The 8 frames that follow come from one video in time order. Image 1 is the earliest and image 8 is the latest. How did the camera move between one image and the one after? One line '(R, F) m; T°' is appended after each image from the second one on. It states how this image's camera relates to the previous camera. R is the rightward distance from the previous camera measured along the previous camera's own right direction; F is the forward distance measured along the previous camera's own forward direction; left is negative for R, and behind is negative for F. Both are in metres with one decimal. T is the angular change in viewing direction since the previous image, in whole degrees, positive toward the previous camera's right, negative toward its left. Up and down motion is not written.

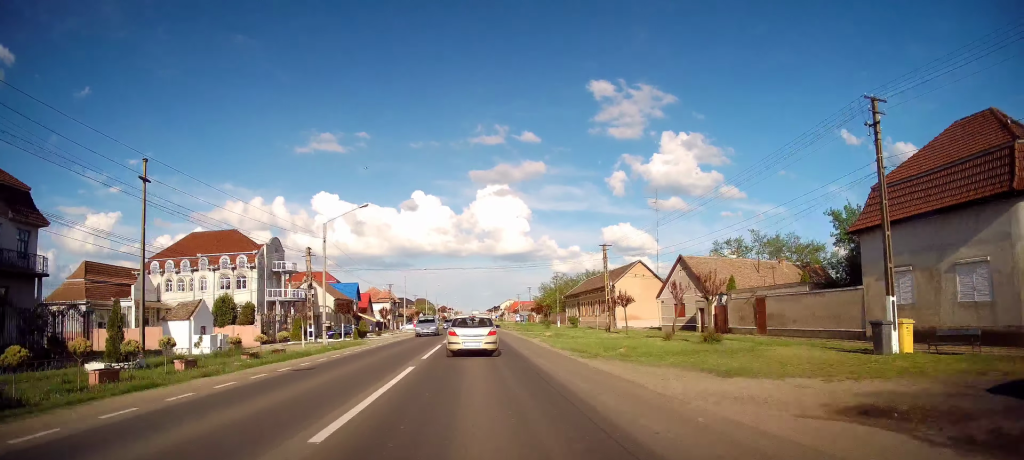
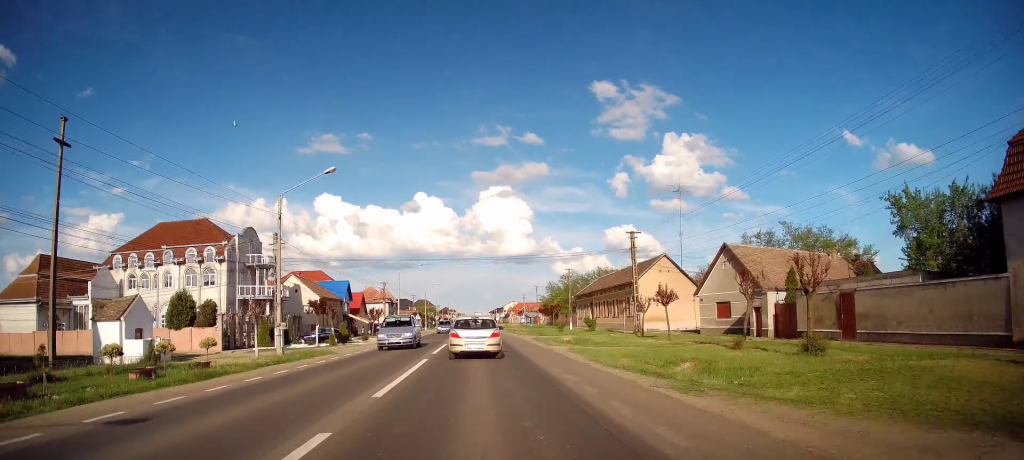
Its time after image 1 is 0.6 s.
(+0.3, +8.3) m; 0°
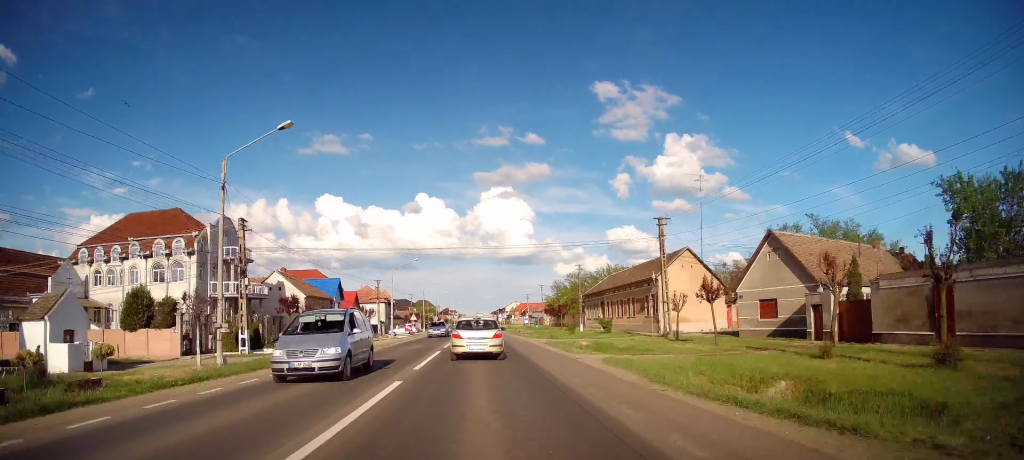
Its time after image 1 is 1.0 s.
(+0.2, +6.5) m; 0°
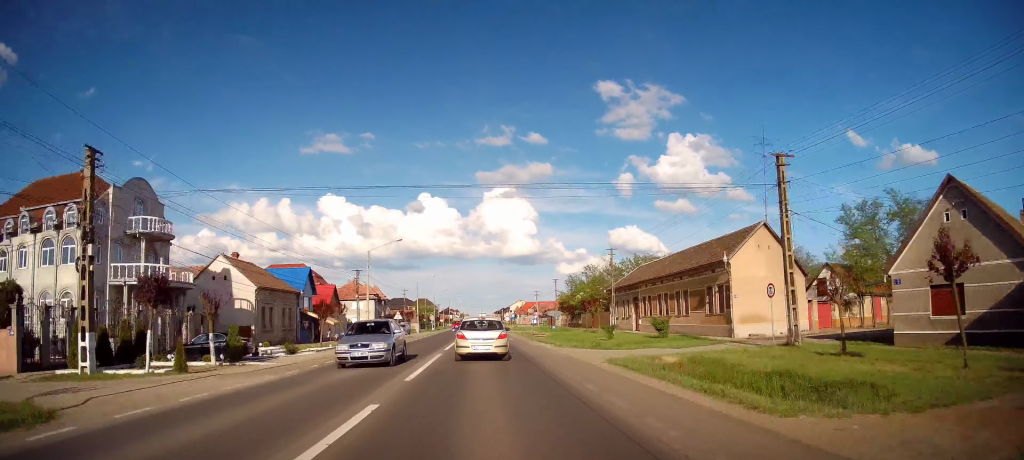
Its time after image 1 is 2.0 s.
(-0.4, +14.9) m; 0°
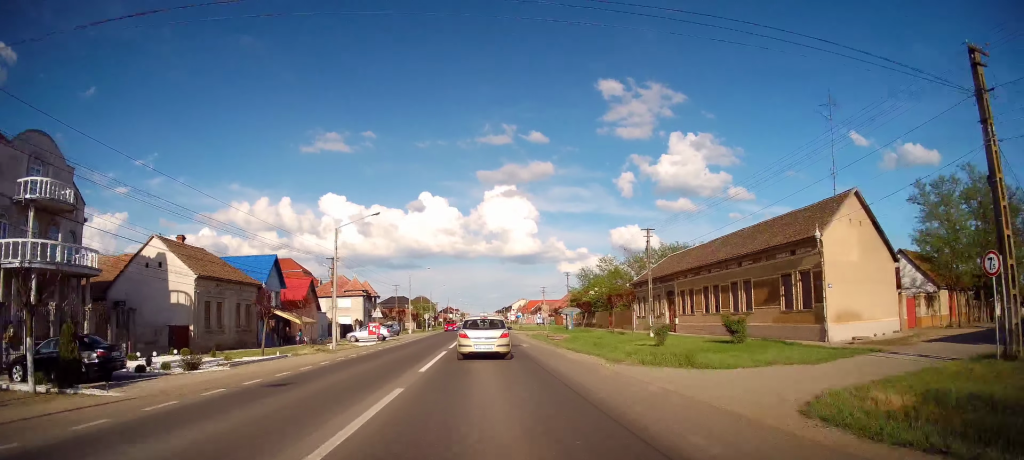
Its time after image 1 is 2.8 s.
(+0.4, +10.9) m; 0°
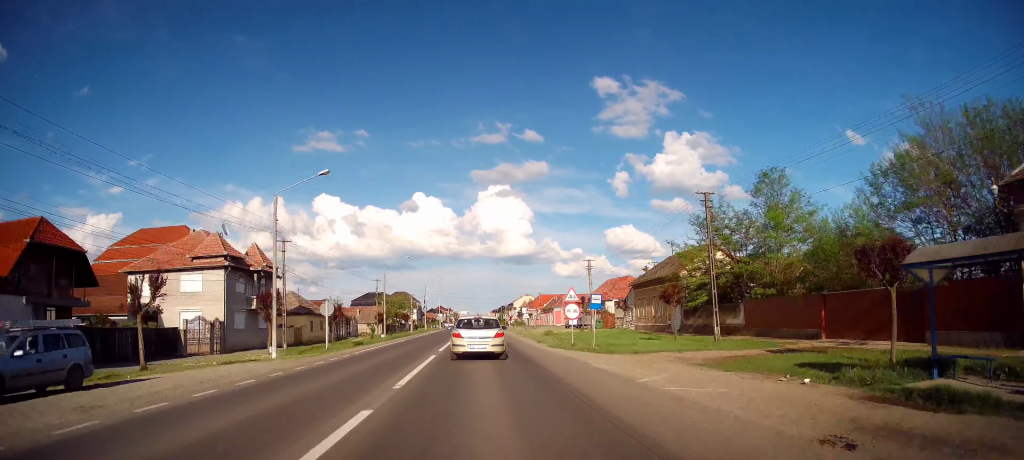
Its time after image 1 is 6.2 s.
(-0.2, +50.2) m; +2°
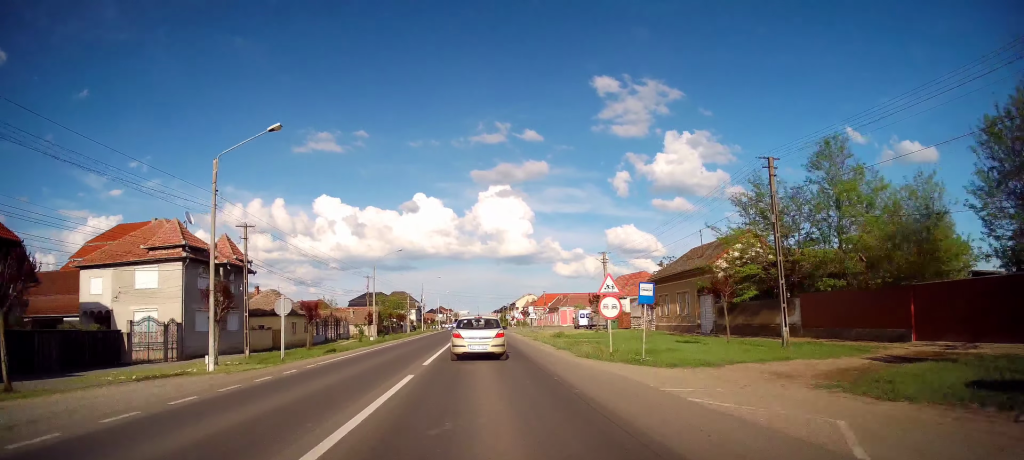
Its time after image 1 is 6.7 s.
(+0.1, +6.8) m; -1°
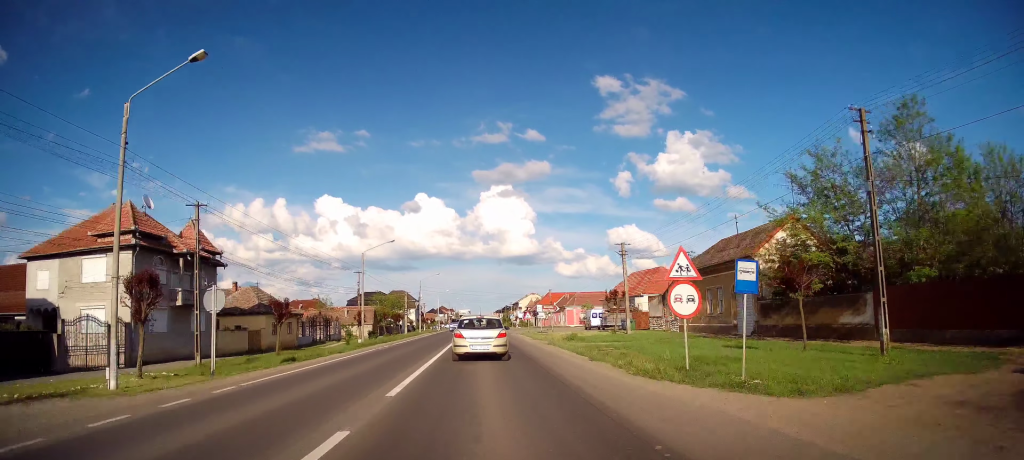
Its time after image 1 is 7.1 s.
(0.0, +6.4) m; -1°
